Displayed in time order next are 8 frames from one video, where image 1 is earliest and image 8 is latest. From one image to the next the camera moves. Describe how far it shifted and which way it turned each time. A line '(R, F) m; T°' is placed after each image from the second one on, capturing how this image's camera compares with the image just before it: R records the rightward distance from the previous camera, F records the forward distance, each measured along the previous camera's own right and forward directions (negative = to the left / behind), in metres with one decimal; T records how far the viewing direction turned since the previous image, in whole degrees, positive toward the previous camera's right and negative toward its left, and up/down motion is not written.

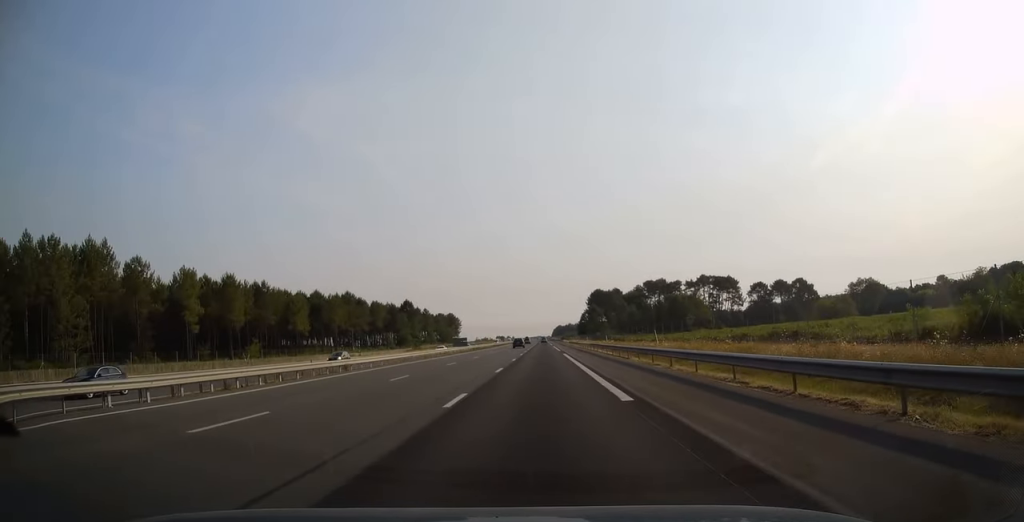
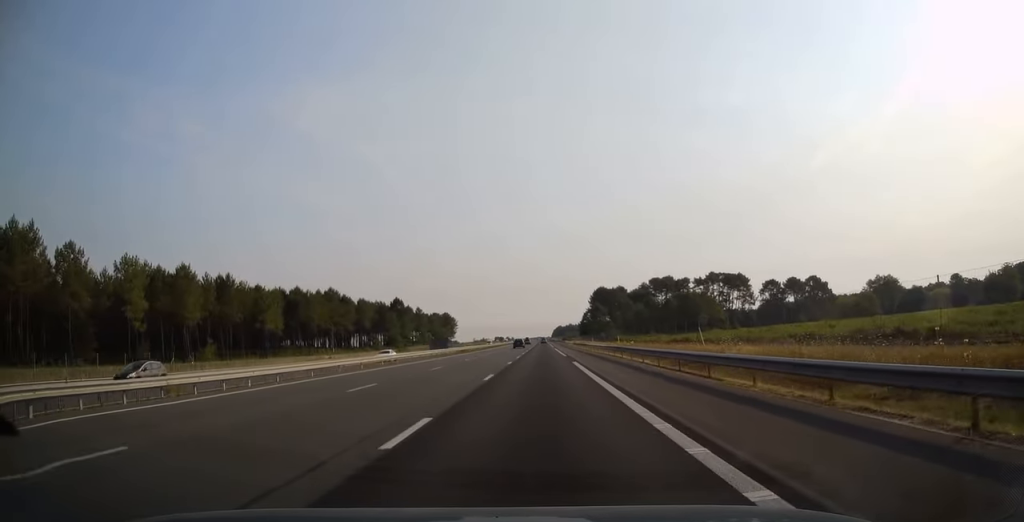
(0.0, +17.8) m; 0°
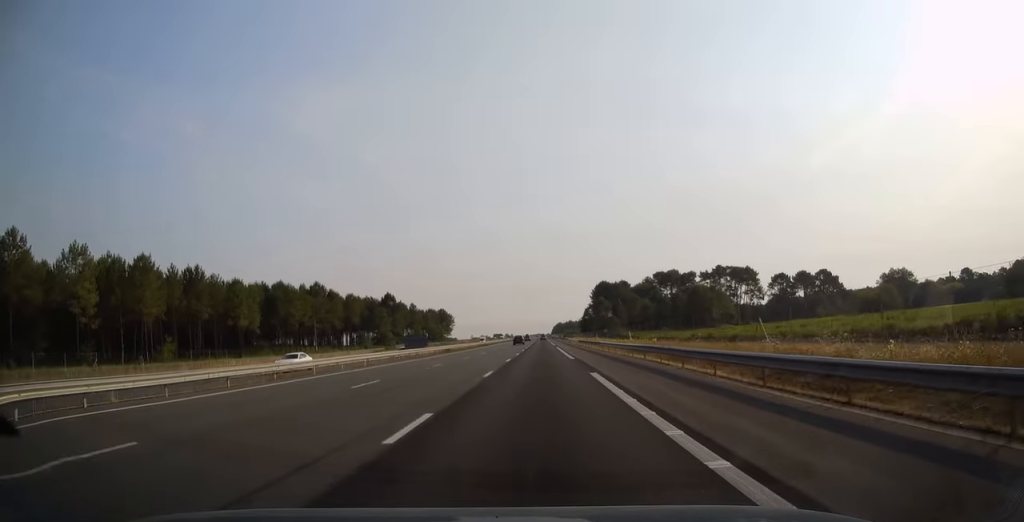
(-0.1, +12.9) m; 0°
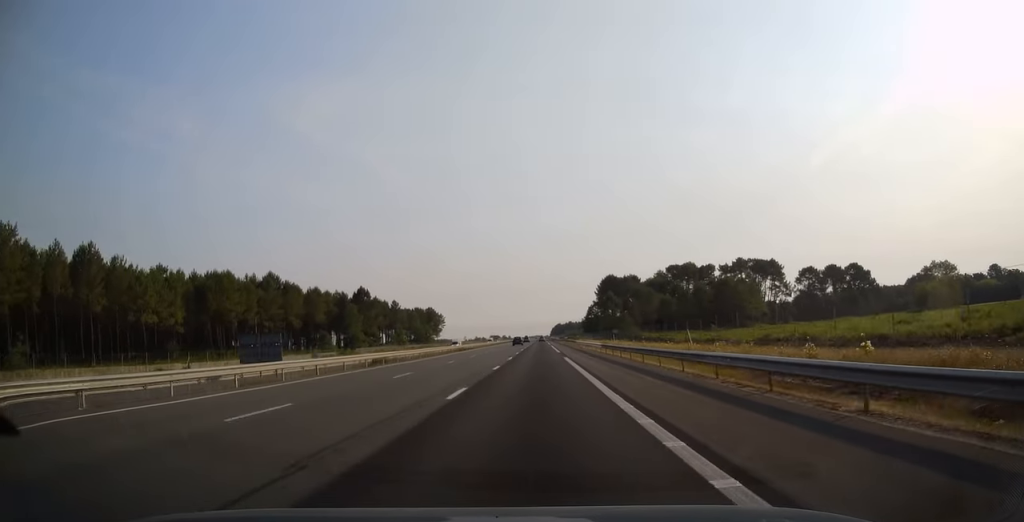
(+0.1, +33.1) m; 0°
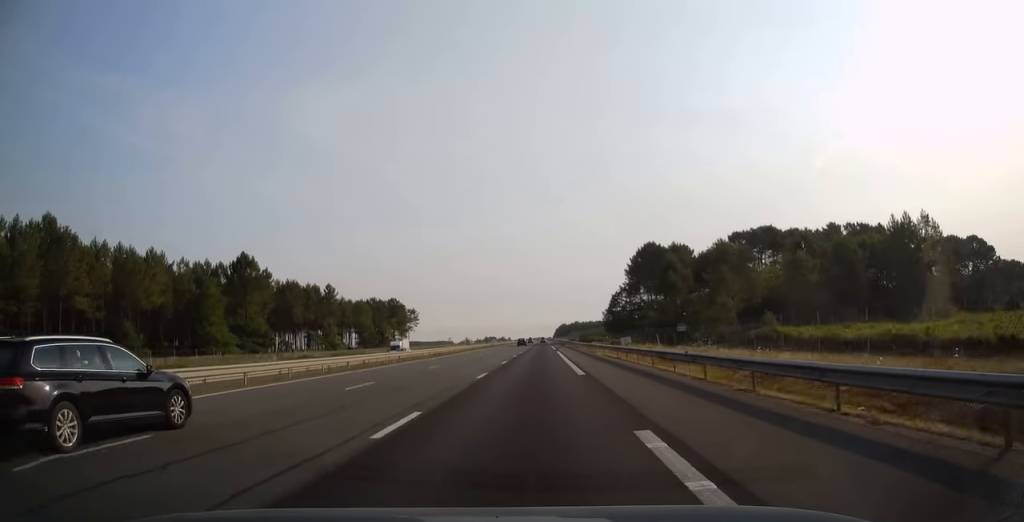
(-0.6, +83.7) m; 0°
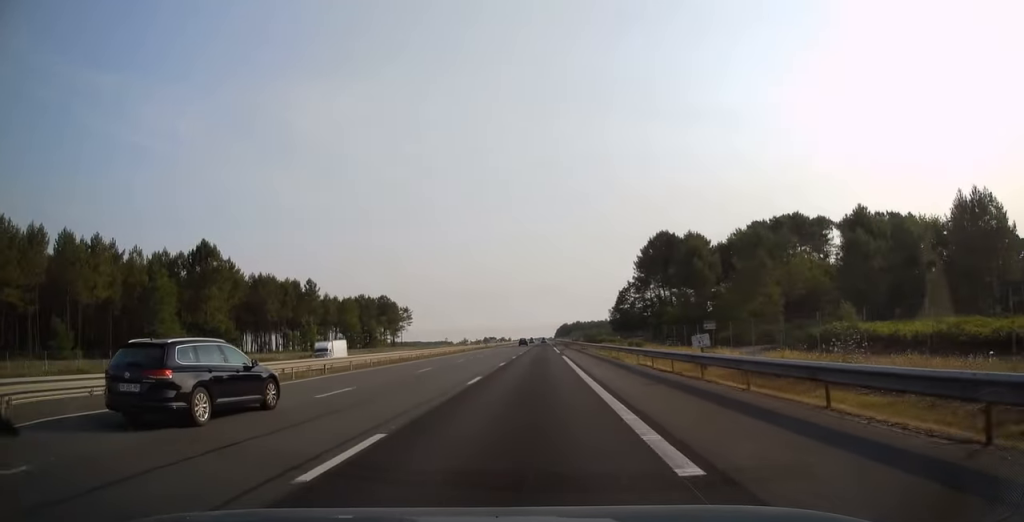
(0.0, +15.6) m; 0°
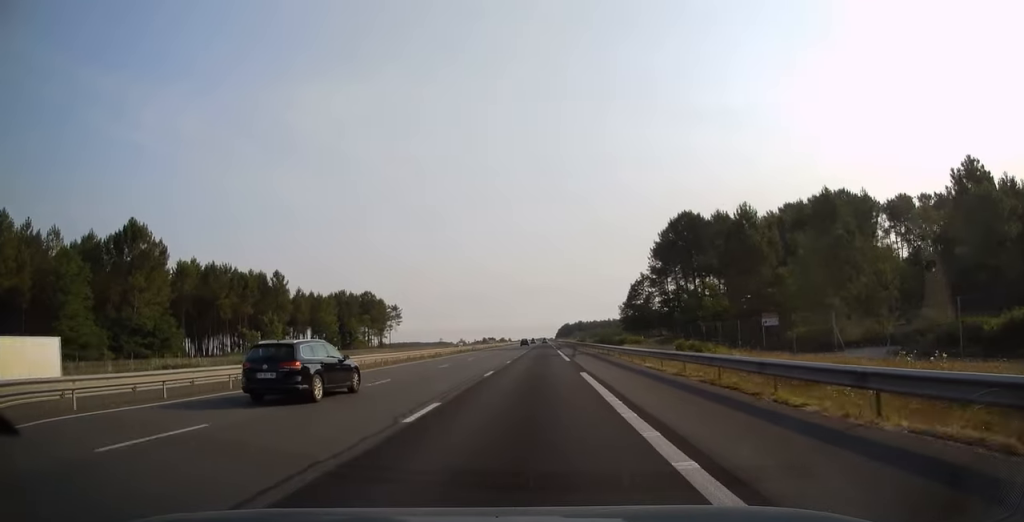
(0.0, +21.5) m; 0°
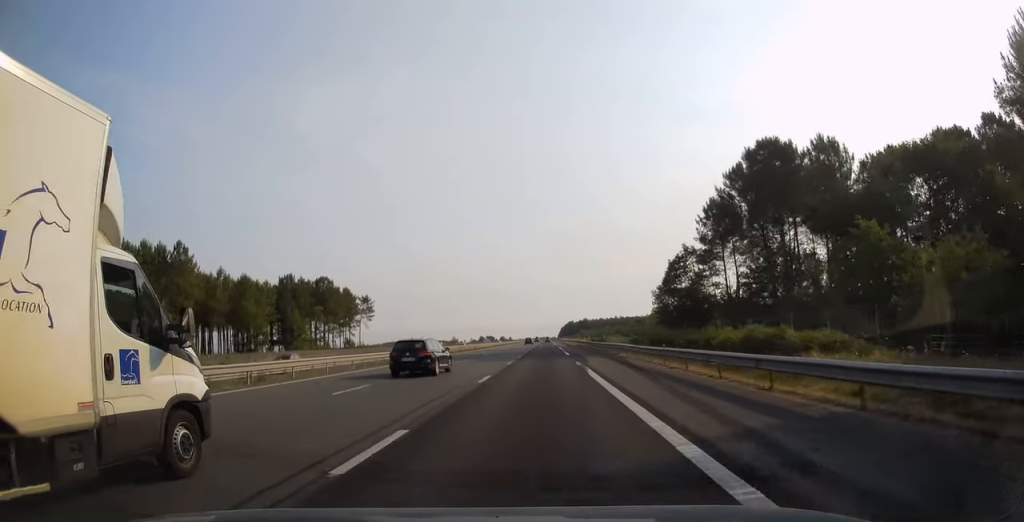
(-0.2, +43.3) m; 0°
